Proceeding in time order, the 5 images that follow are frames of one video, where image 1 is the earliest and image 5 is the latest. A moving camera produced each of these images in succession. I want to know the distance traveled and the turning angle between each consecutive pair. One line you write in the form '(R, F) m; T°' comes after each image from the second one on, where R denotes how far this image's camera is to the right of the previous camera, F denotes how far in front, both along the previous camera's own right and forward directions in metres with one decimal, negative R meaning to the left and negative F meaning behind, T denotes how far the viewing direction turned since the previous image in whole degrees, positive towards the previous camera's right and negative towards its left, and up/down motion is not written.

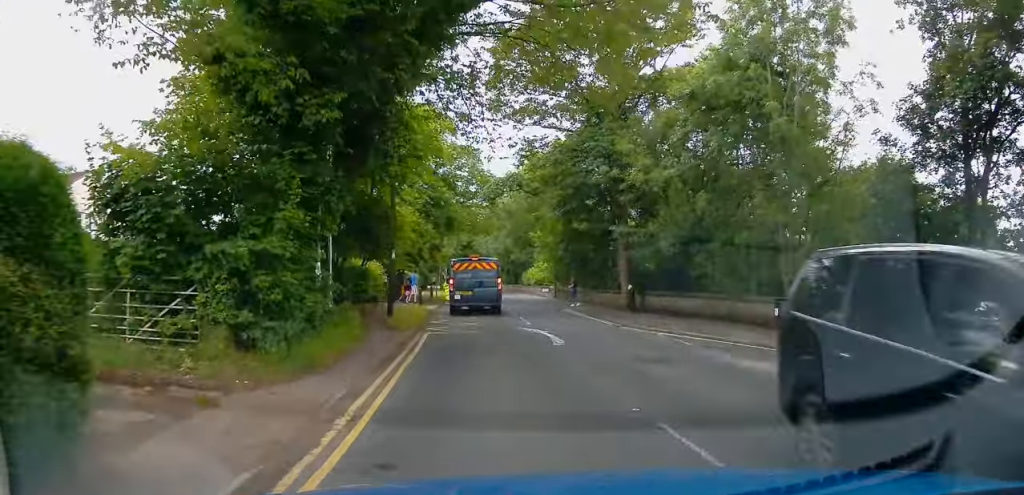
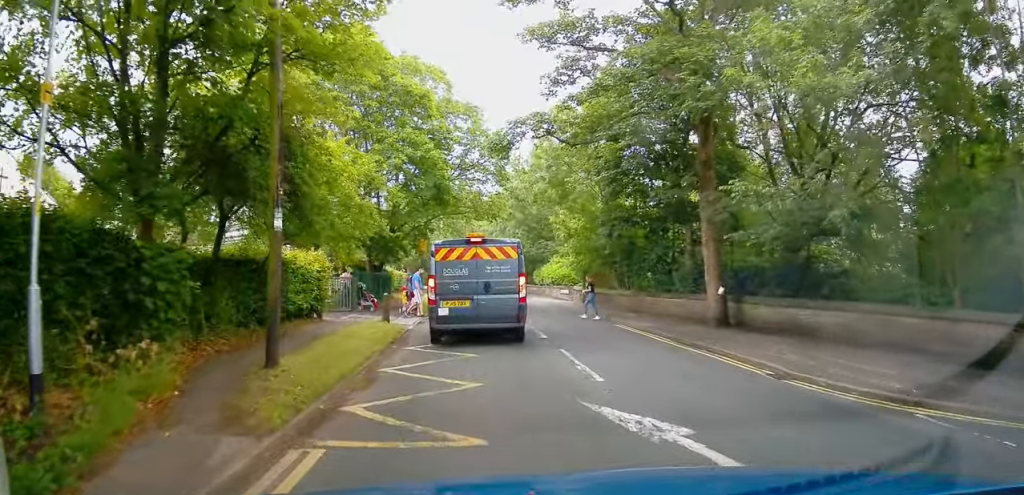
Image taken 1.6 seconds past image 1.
(-0.6, +11.4) m; -1°
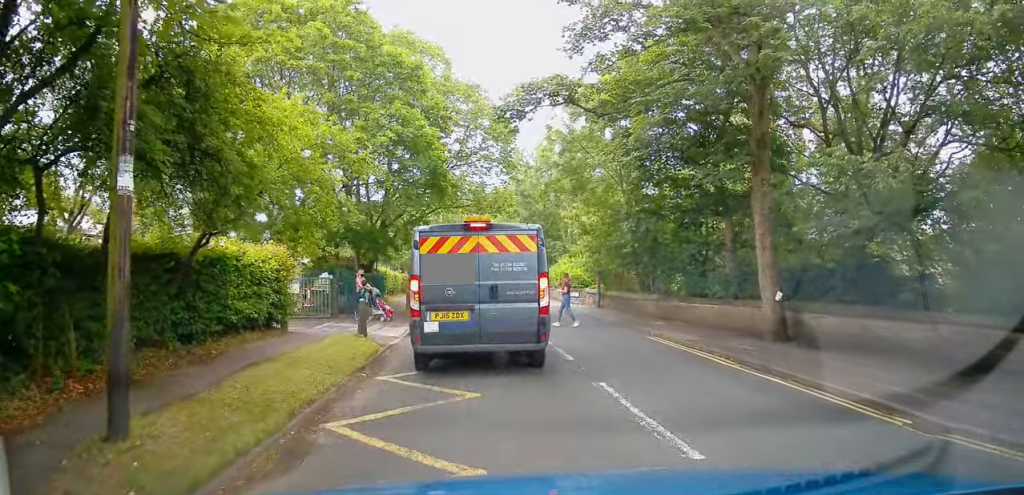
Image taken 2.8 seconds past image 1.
(+0.4, +4.3) m; +1°
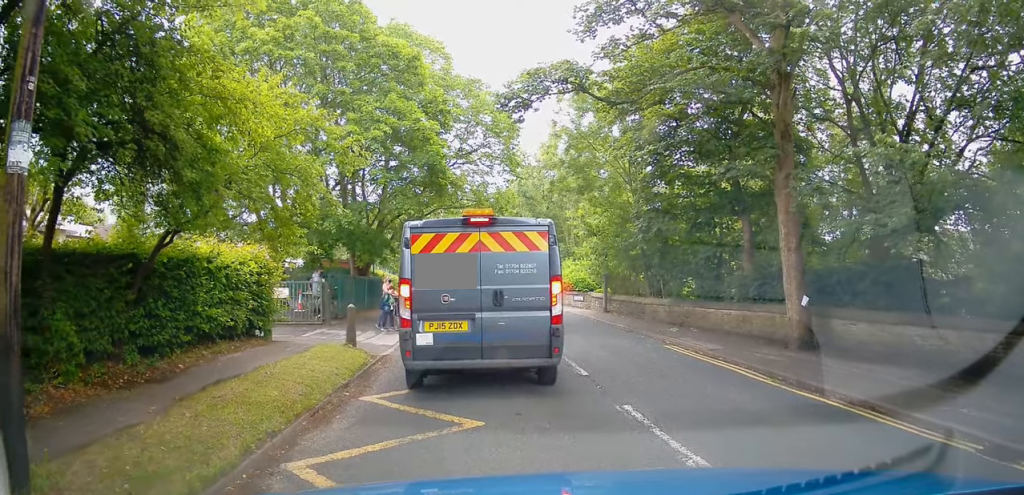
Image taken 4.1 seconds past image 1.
(-0.5, +1.4) m; 0°
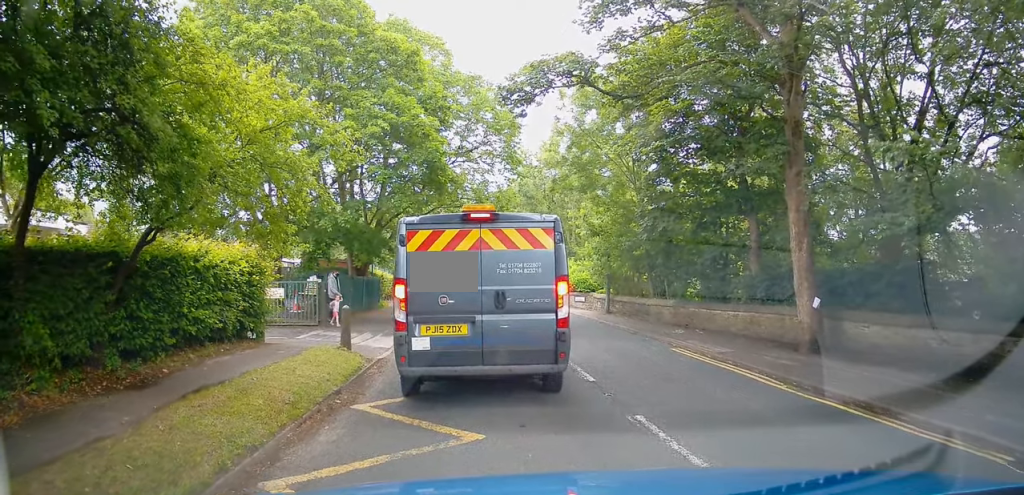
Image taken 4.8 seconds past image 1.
(-0.1, +0.5) m; 0°
